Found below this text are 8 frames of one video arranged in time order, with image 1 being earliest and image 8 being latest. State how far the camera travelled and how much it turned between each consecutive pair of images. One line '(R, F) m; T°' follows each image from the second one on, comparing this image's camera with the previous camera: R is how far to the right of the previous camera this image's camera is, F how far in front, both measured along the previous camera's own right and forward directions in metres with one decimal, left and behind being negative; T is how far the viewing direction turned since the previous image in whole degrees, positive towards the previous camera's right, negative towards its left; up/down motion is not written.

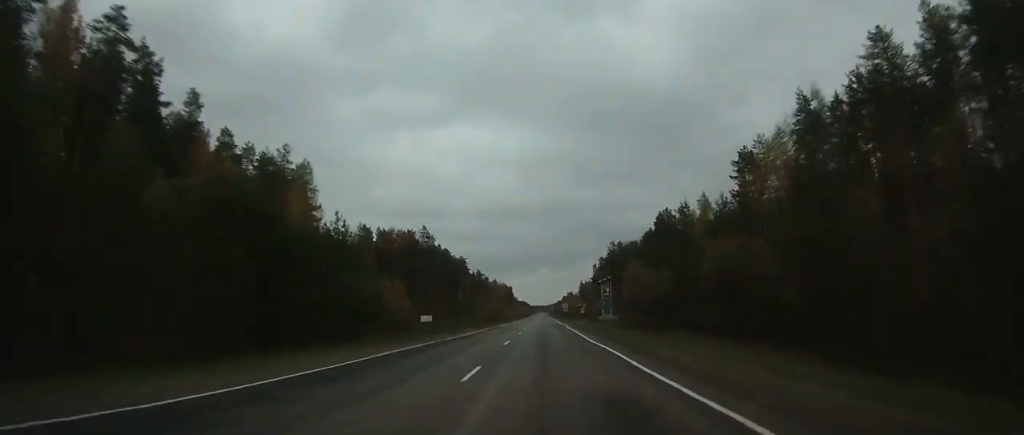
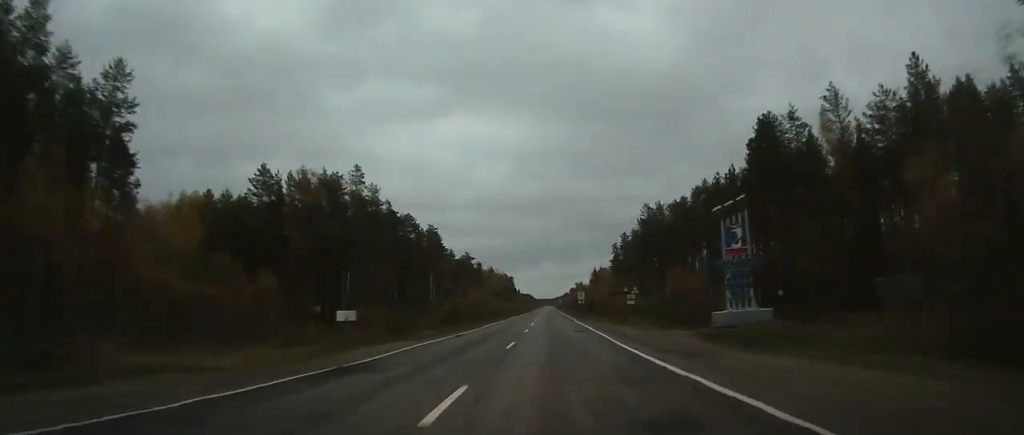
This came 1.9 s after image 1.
(-0.1, +53.0) m; 0°
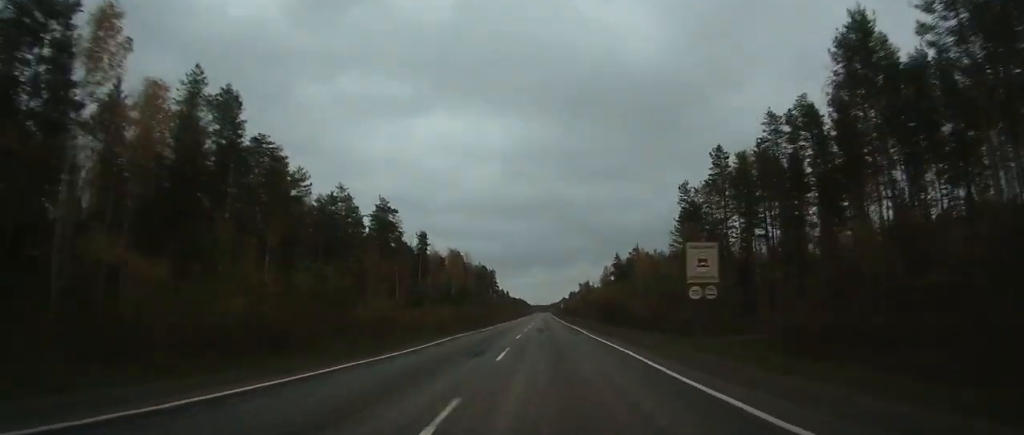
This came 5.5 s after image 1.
(-0.4, +97.2) m; 0°
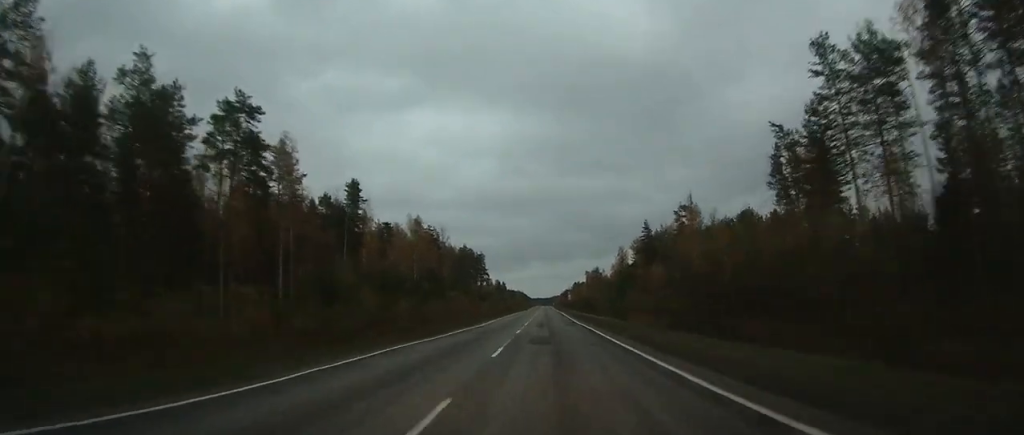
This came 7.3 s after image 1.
(+0.1, +51.0) m; 0°
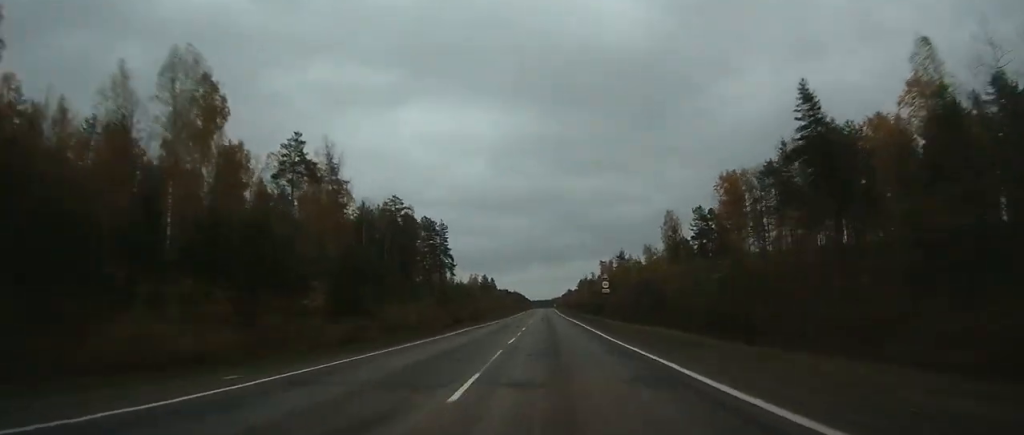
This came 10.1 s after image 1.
(0.0, +80.5) m; 0°
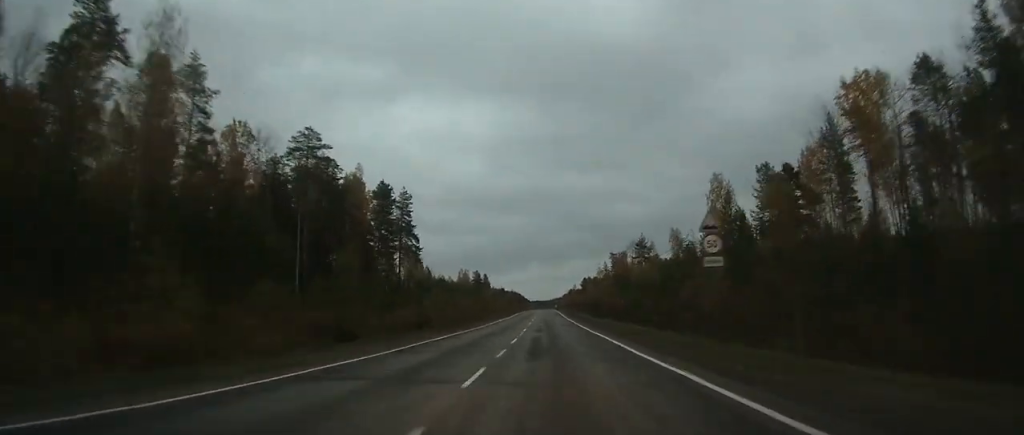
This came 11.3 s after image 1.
(0.0, +35.0) m; 0°
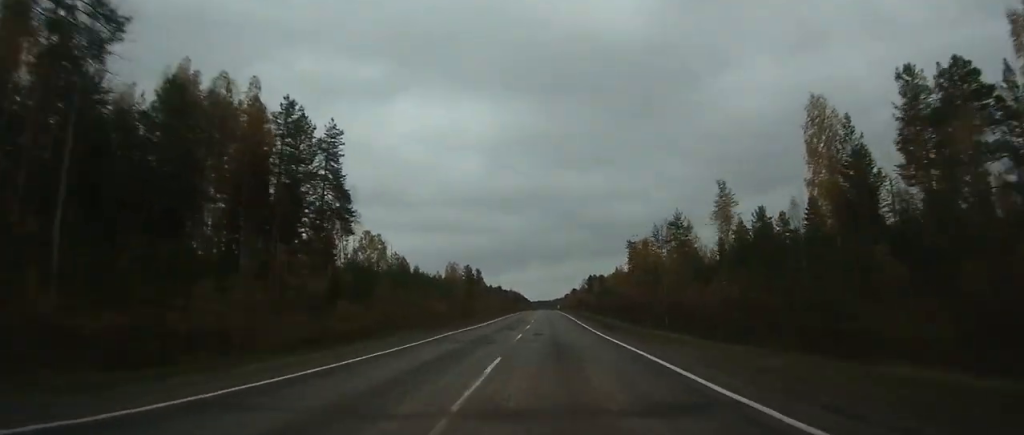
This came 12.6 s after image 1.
(-0.2, +33.1) m; 0°
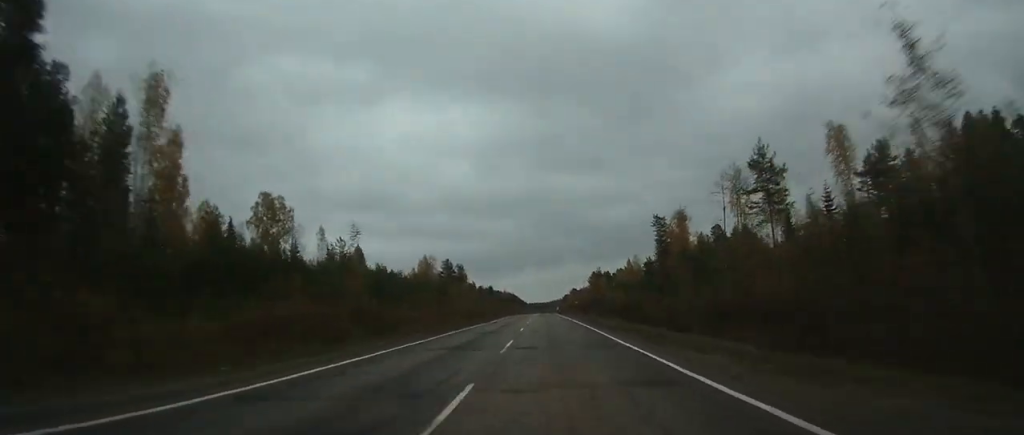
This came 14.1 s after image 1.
(-0.1, +39.8) m; 0°
